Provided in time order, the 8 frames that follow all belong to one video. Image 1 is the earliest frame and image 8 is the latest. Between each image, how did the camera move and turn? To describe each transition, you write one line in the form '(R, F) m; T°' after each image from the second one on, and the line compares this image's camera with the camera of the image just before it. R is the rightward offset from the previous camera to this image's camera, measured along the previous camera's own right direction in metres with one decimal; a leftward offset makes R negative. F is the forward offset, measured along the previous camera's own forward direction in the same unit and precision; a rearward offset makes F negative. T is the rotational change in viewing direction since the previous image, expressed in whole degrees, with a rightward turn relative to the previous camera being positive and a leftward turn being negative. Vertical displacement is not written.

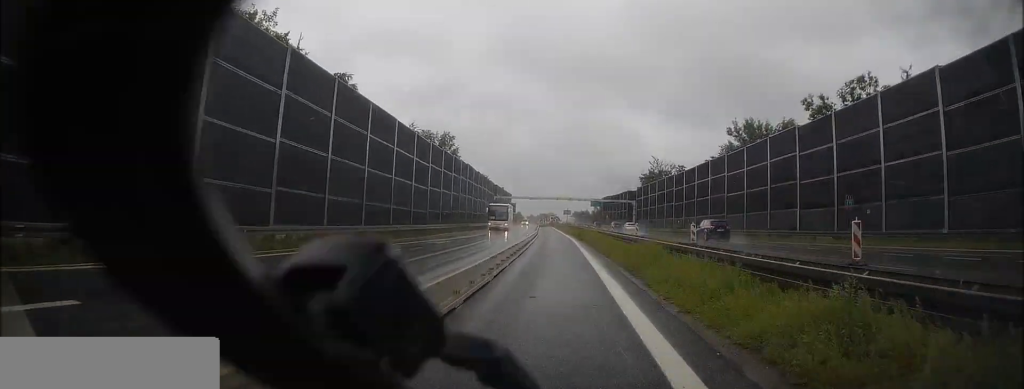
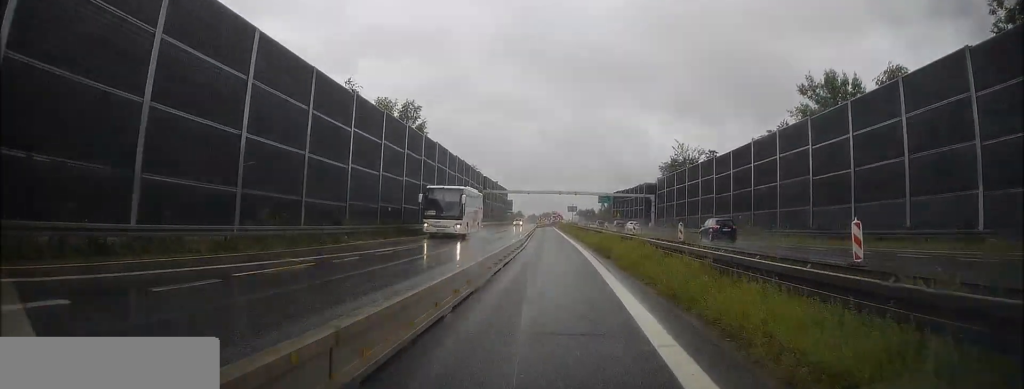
(-0.4, +20.5) m; 0°
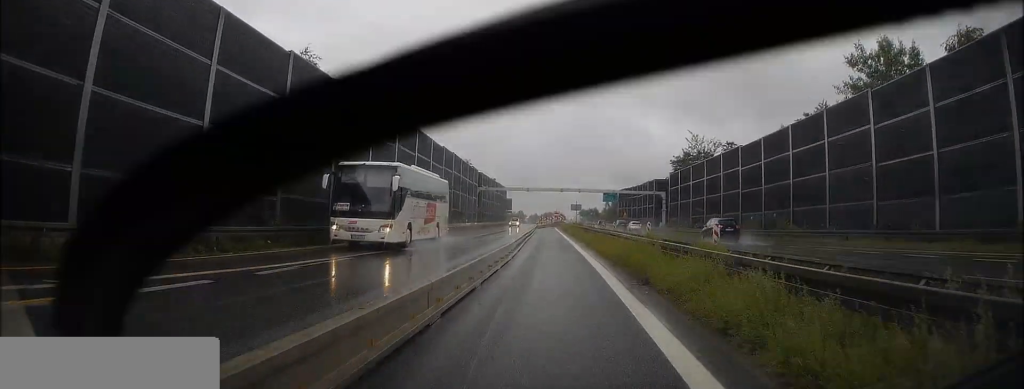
(0.0, +8.4) m; 0°
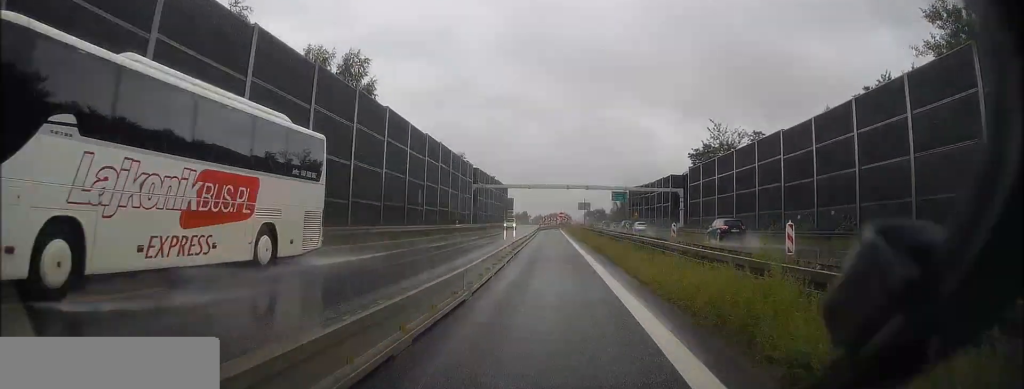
(+0.1, +9.7) m; 0°
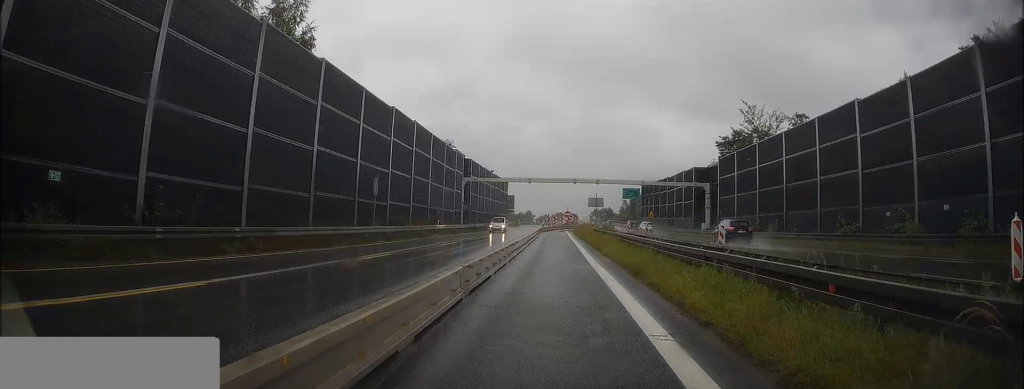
(-0.1, +11.9) m; 0°
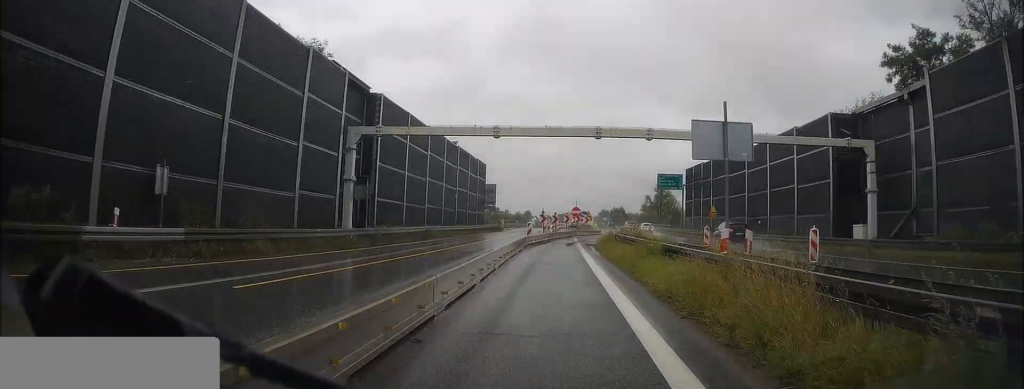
(-0.5, +38.8) m; -1°
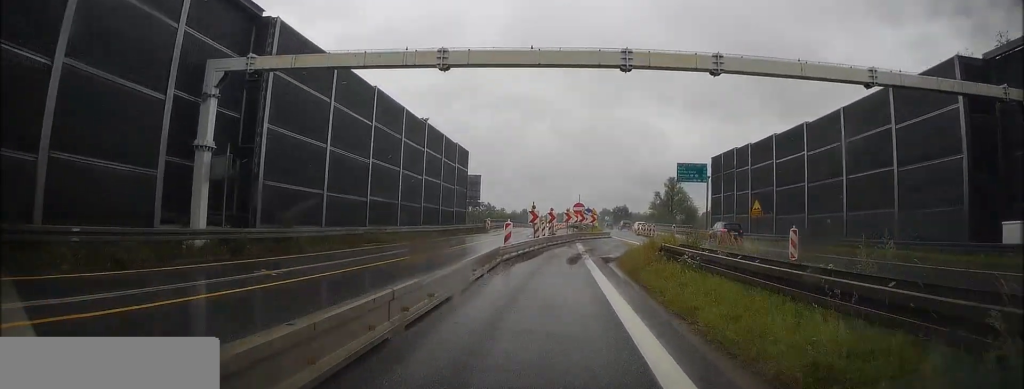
(0.0, +13.4) m; +1°
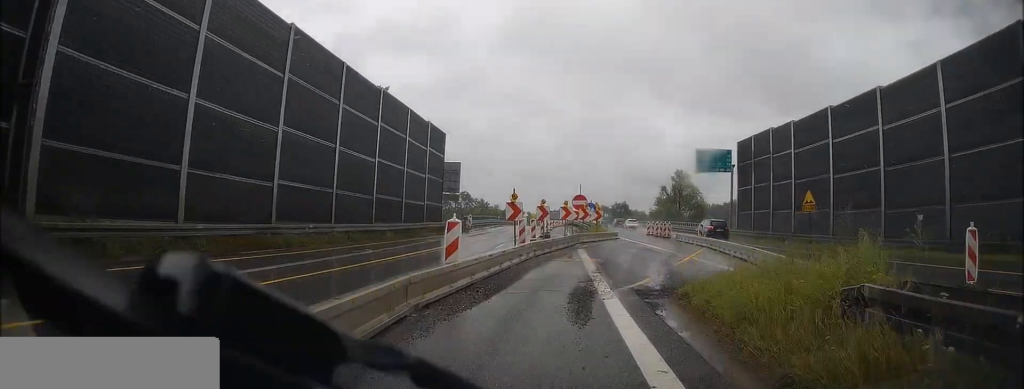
(0.0, +10.6) m; +1°
